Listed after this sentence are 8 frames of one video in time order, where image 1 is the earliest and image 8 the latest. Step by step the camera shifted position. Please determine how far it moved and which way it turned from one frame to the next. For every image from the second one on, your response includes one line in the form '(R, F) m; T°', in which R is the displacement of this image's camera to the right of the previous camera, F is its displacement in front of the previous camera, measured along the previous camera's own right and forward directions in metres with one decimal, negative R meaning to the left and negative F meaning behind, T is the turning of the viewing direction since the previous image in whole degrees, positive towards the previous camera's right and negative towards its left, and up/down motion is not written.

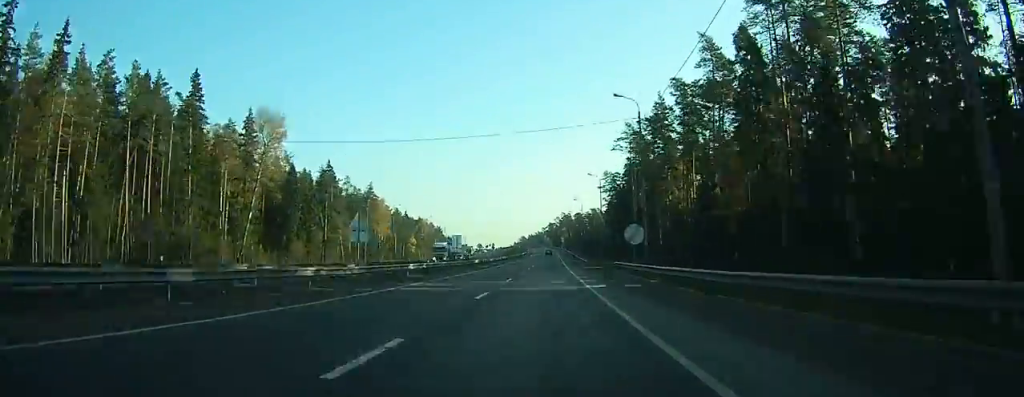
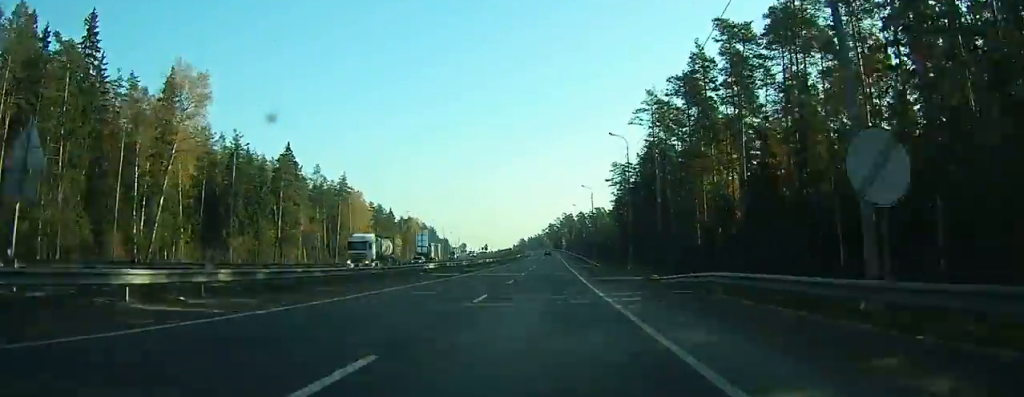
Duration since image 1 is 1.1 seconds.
(+0.1, +25.4) m; 0°
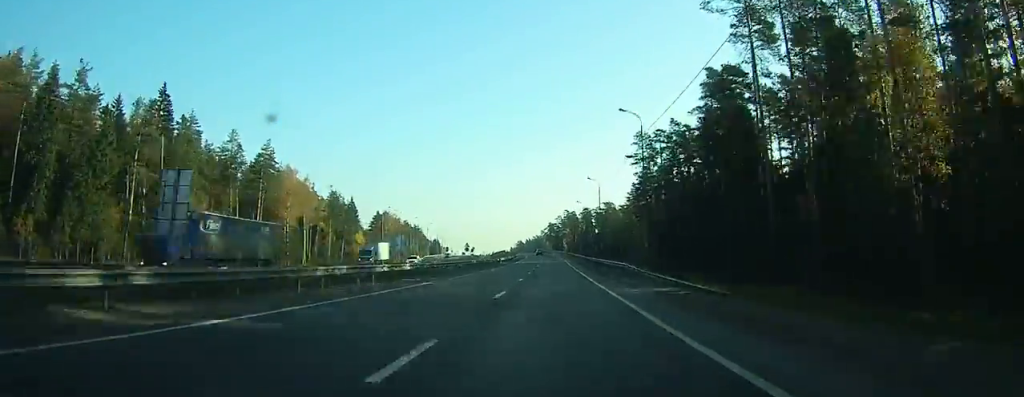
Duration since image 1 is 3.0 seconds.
(+0.3, +46.4) m; 0°
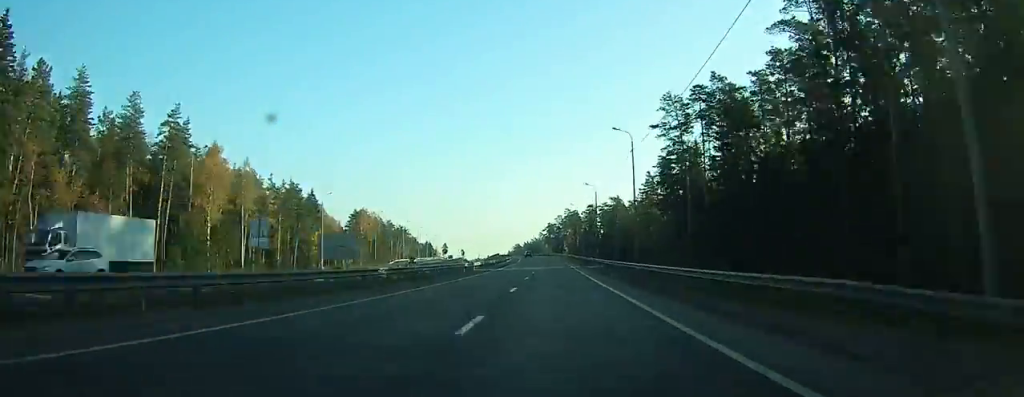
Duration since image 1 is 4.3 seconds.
(-0.2, +32.1) m; 0°
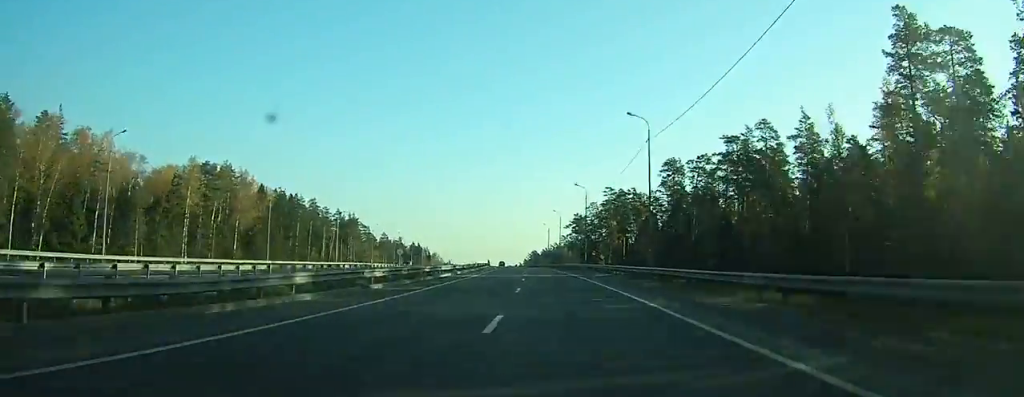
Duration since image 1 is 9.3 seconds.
(-0.3, +119.4) m; -1°
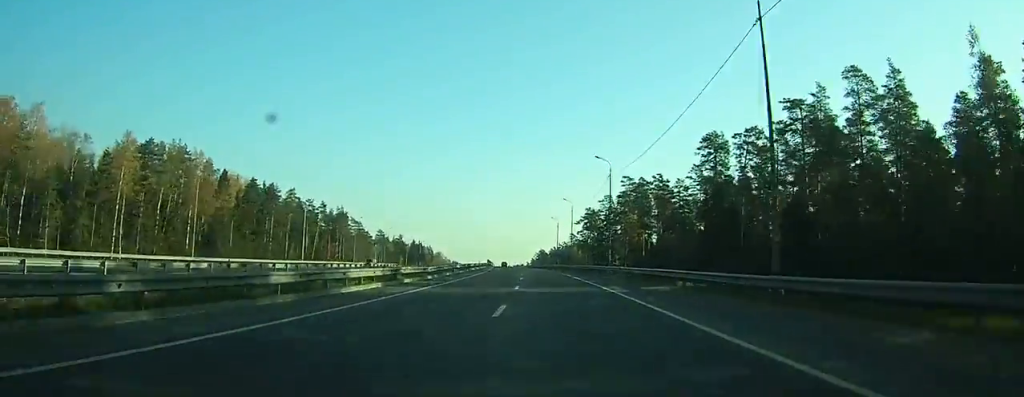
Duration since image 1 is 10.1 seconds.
(-0.1, +21.1) m; -1°
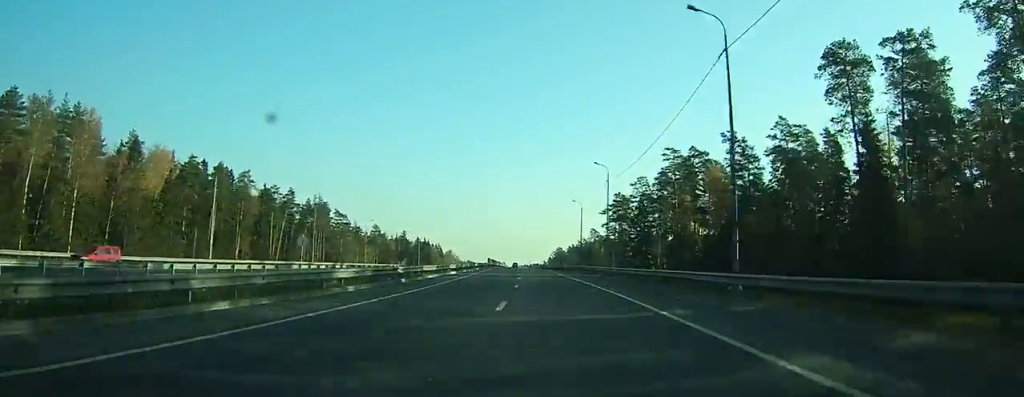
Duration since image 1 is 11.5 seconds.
(-0.4, +34.2) m; -1°
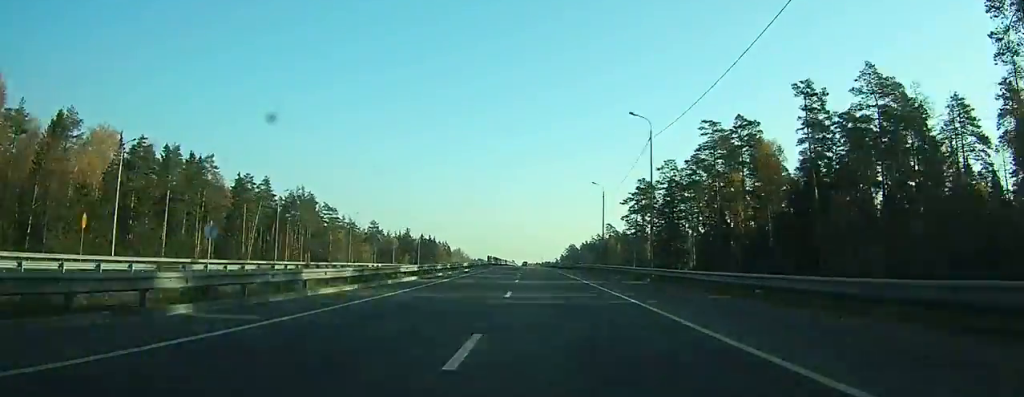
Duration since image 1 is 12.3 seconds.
(0.0, +19.6) m; -1°
